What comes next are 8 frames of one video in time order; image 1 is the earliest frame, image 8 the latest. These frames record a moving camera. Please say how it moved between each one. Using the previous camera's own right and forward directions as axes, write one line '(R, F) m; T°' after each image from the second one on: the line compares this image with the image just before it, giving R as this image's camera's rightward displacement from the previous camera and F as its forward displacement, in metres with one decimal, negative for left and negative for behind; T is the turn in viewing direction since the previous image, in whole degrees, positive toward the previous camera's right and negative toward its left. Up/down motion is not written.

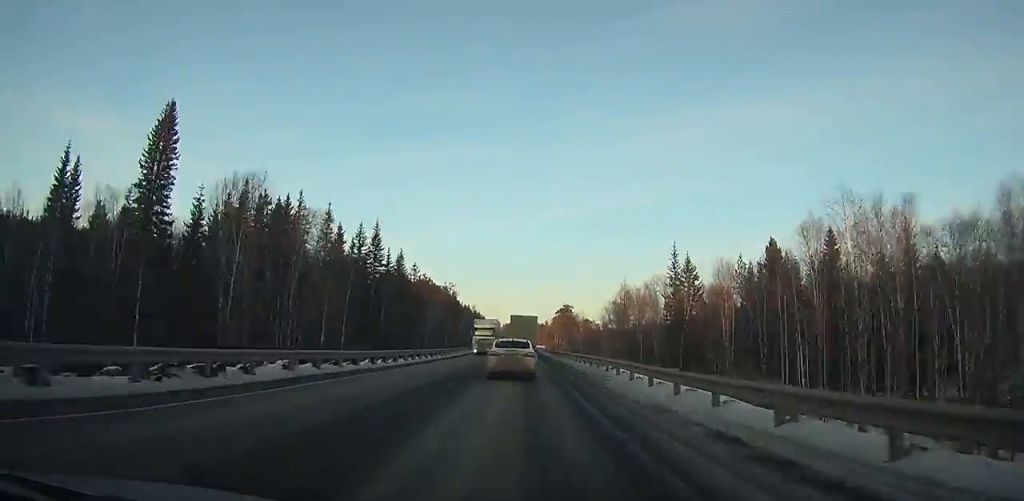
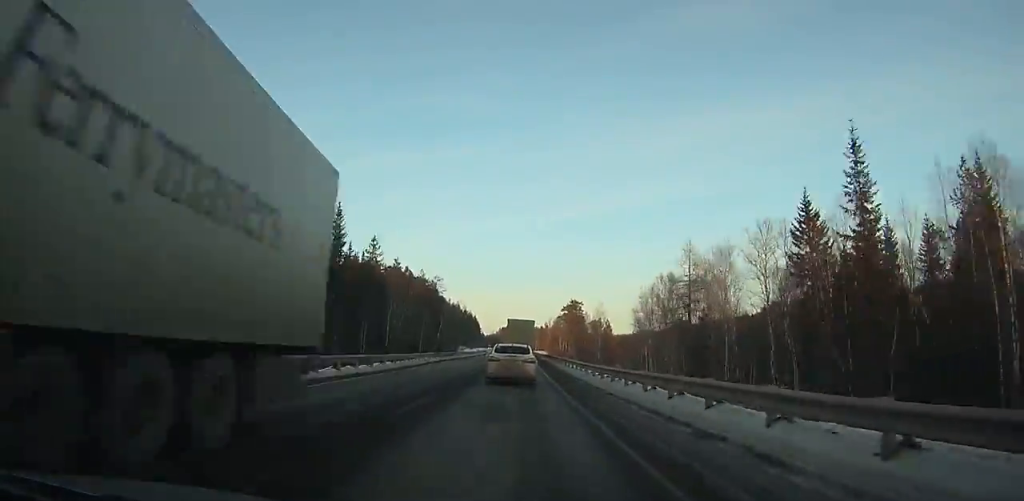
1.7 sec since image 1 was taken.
(+0.1, +36.9) m; 0°
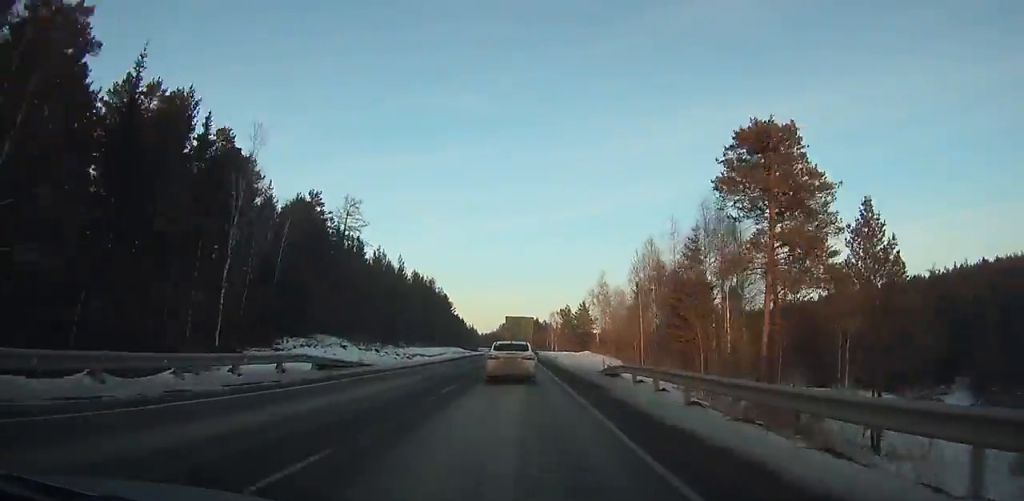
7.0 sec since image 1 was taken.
(-0.8, +114.1) m; -1°
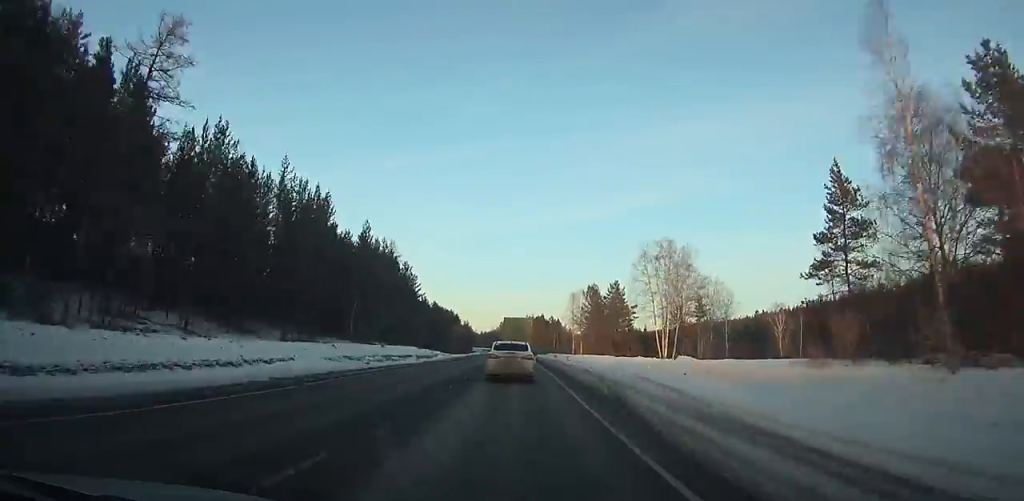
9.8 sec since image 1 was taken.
(-0.2, +60.1) m; 0°
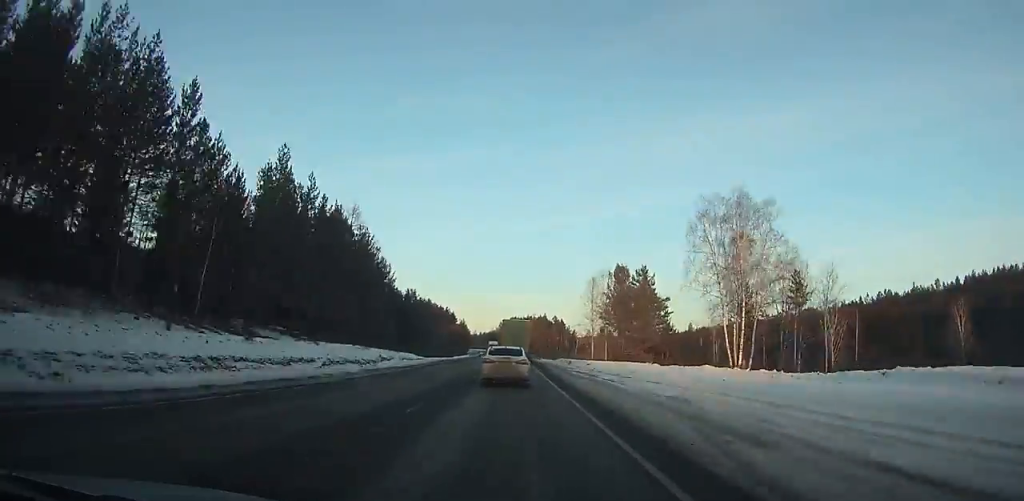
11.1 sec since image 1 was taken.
(0.0, +27.9) m; 0°
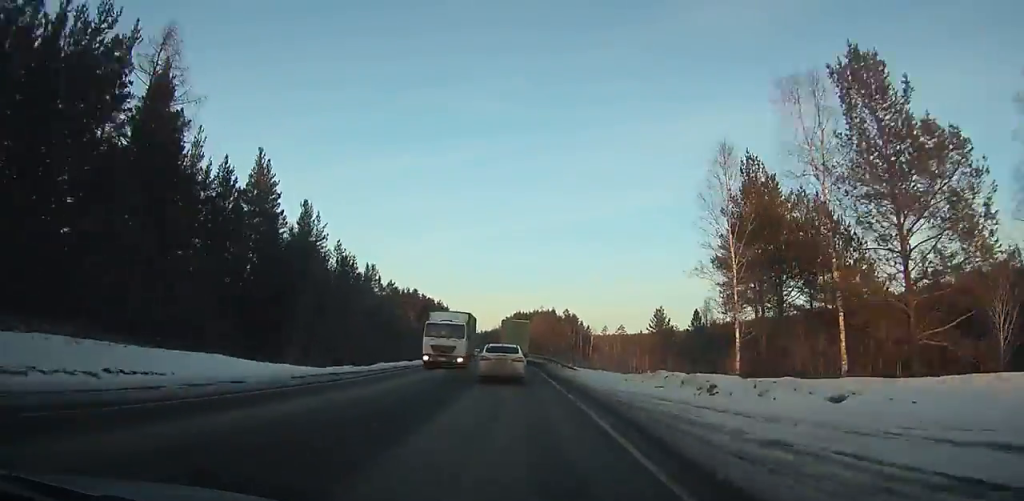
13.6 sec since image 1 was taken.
(-0.3, +53.9) m; -1°
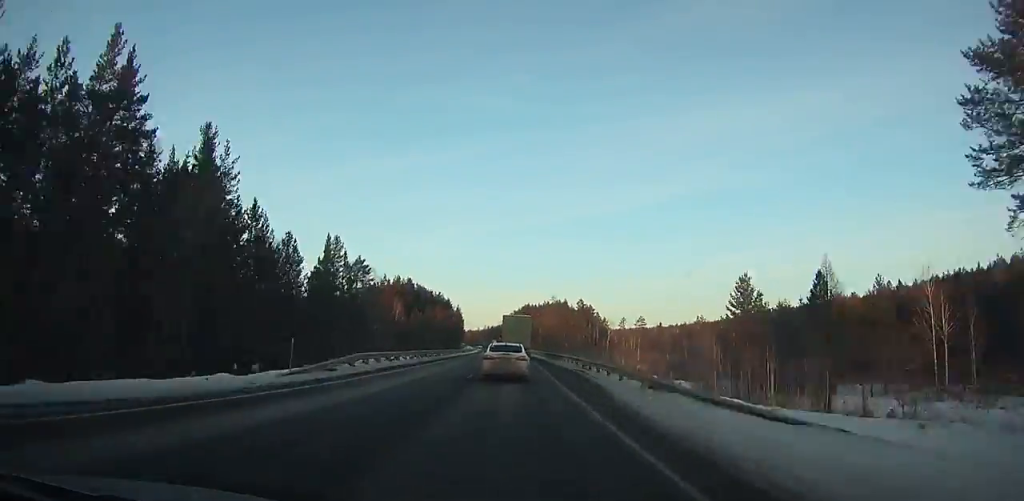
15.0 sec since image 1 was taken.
(-0.3, +30.3) m; -1°
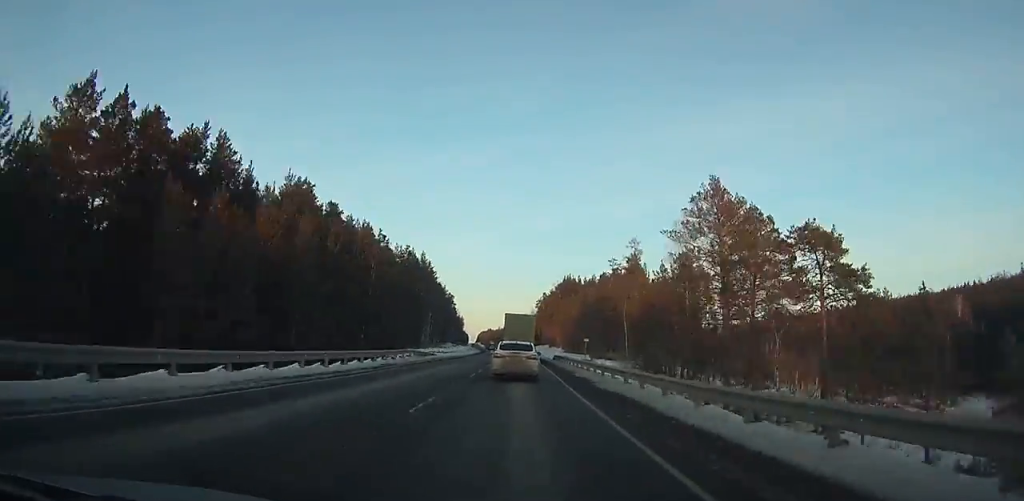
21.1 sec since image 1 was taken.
(-2.9, +132.0) m; -2°
